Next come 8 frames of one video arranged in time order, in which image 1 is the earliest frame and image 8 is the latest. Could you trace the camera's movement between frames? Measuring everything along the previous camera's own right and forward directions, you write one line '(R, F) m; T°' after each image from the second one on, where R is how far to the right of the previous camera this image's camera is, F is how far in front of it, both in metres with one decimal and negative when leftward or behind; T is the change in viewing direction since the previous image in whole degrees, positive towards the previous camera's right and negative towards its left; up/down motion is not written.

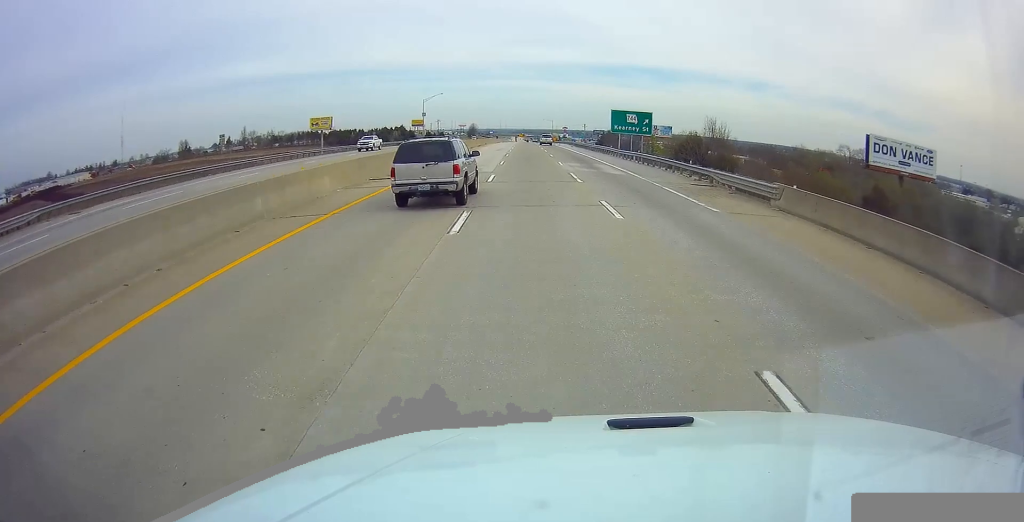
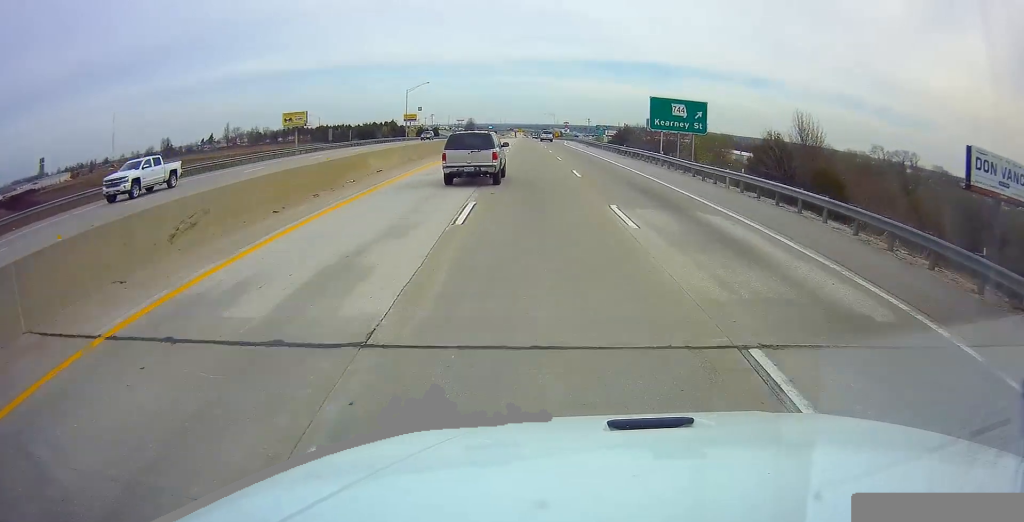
(0.0, +23.8) m; +1°
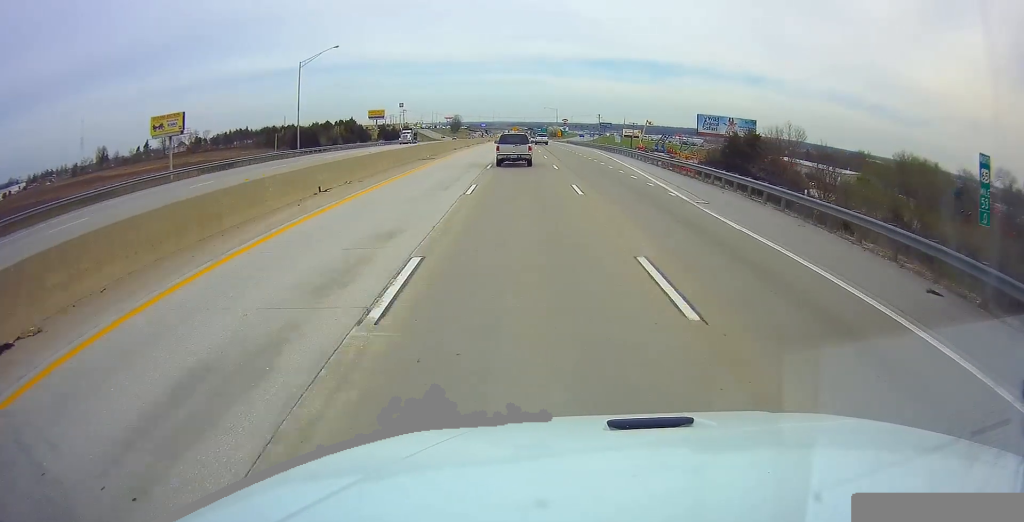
(+0.9, +67.6) m; 0°
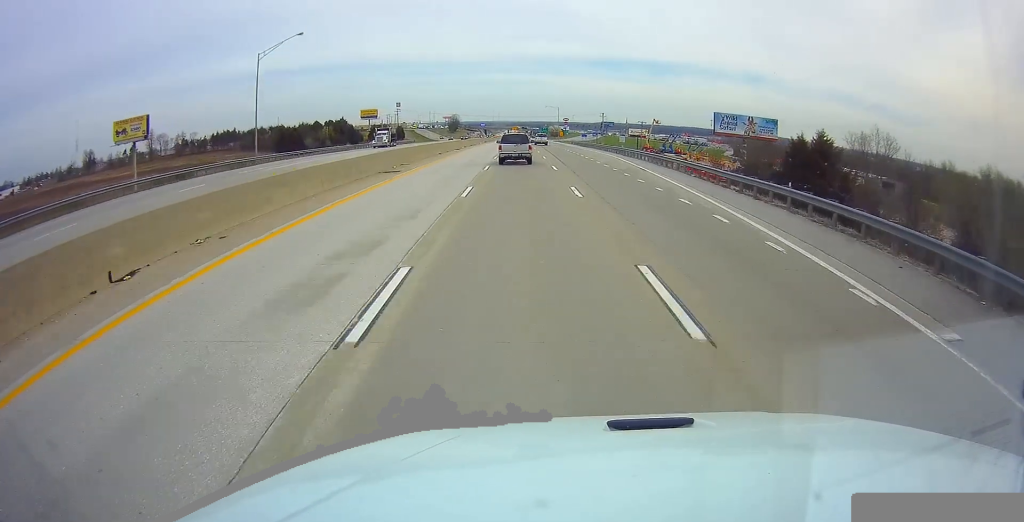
(+0.1, +13.0) m; -1°
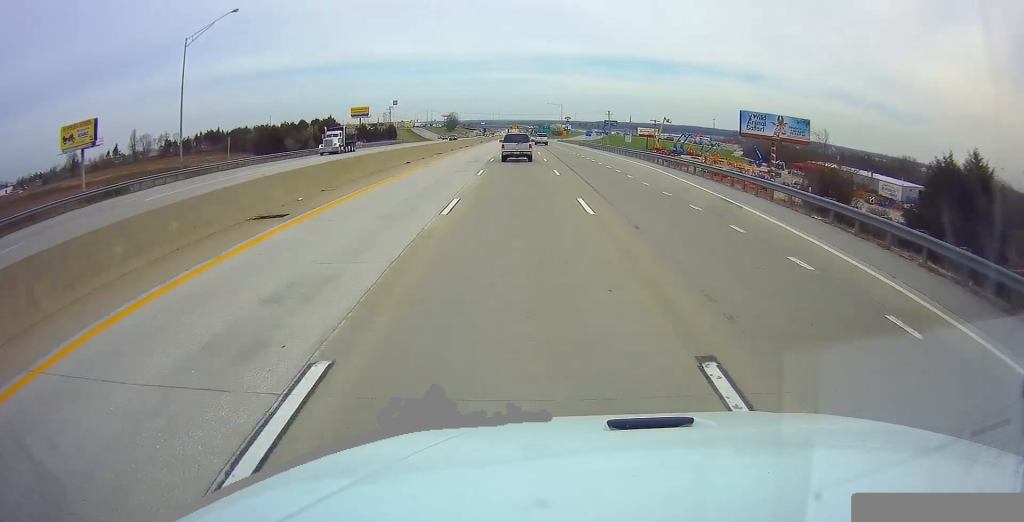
(-0.4, +16.0) m; 0°
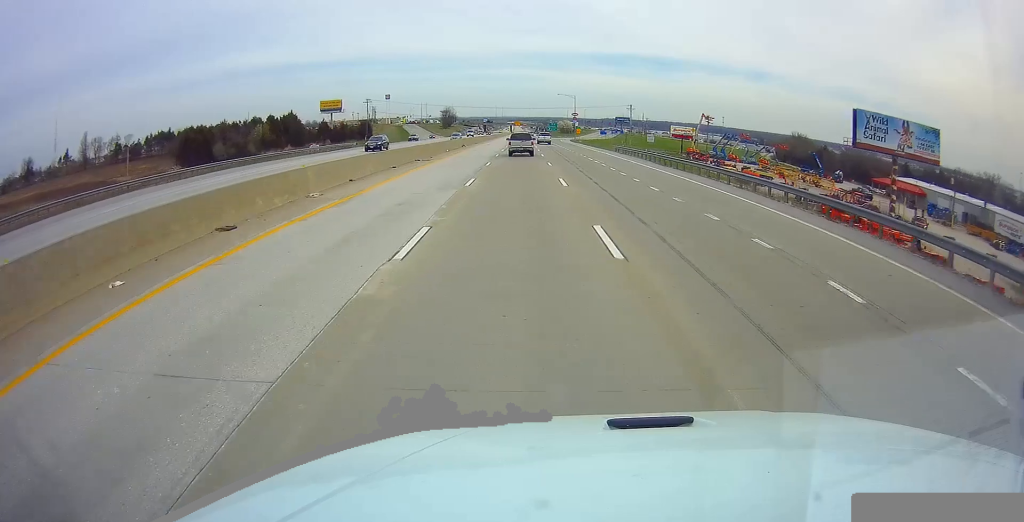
(+0.5, +41.8) m; +1°
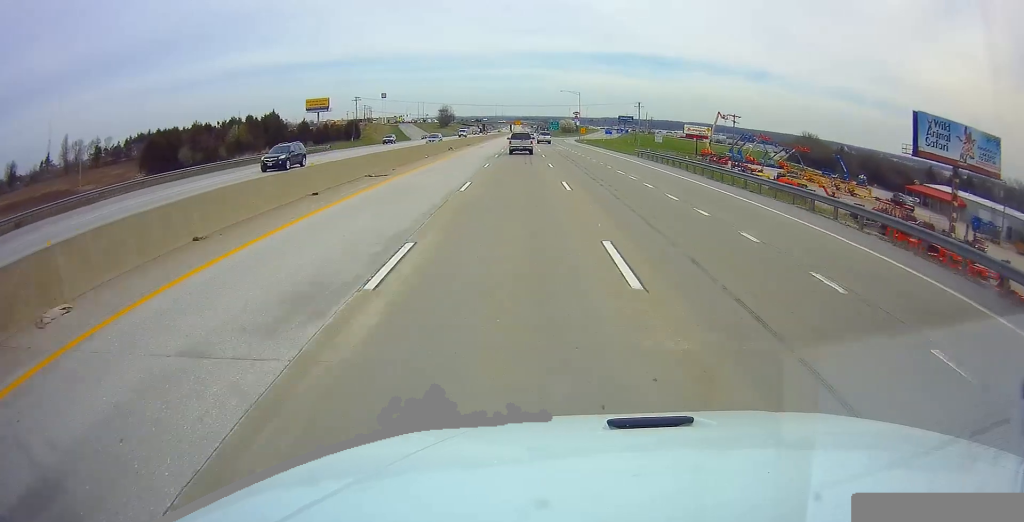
(0.0, +14.0) m; -1°
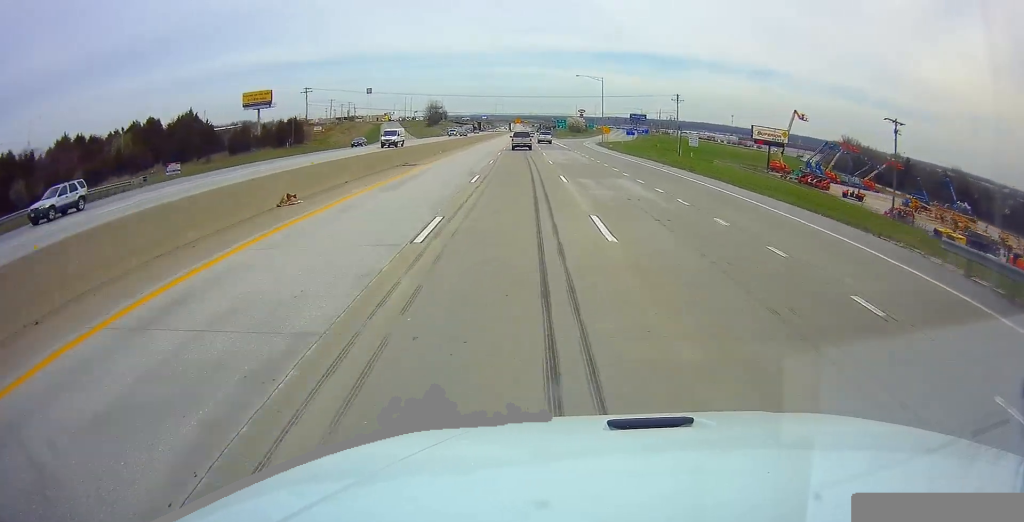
(-0.9, +46.0) m; -1°
